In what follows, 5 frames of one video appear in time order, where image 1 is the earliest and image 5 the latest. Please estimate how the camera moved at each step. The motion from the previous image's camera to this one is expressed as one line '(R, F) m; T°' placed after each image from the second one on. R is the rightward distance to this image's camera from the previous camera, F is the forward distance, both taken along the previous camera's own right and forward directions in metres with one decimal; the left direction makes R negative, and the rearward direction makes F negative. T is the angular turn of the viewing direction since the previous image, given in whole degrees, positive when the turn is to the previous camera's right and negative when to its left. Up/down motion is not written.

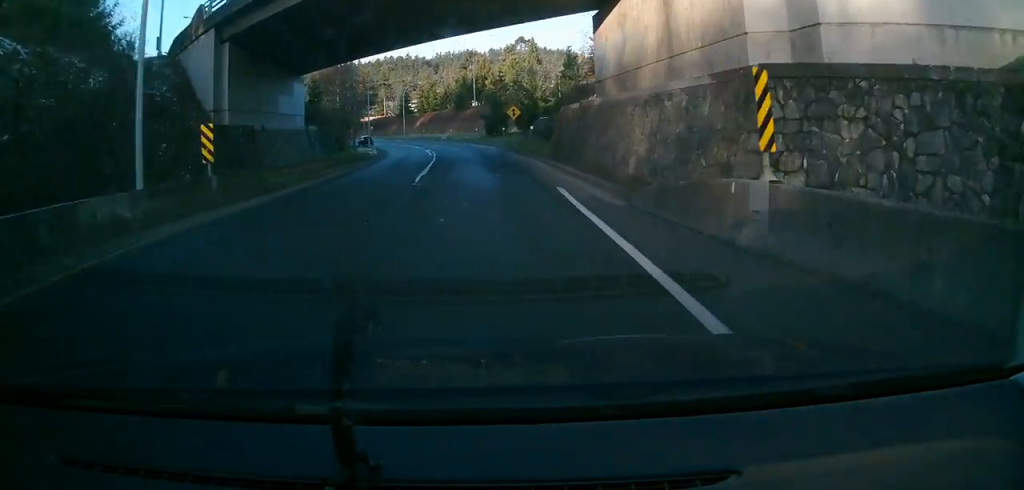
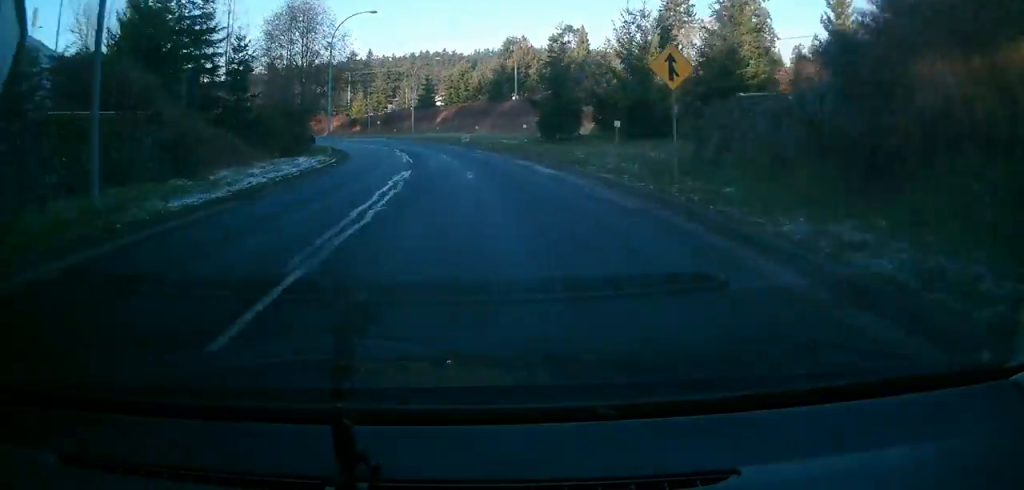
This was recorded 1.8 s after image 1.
(0.0, +31.2) m; 0°
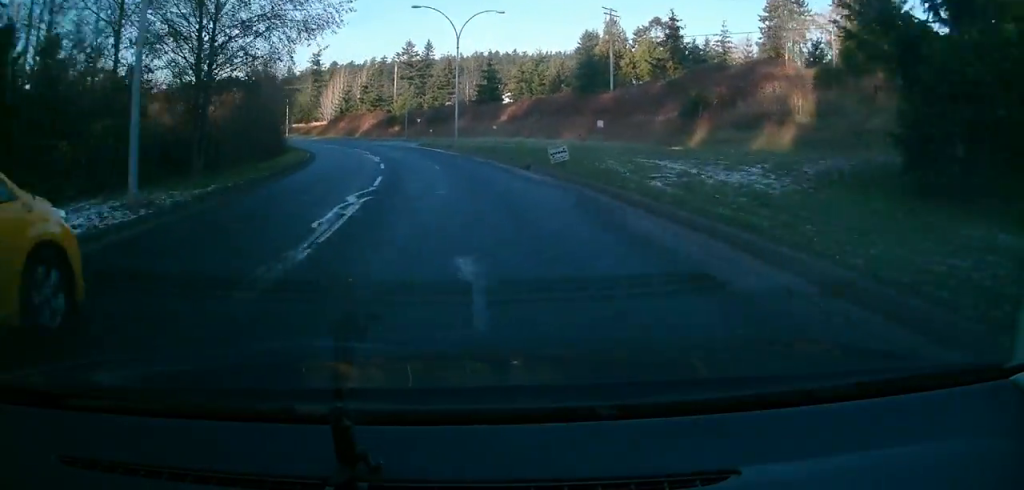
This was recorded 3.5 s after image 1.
(-0.1, +28.4) m; -3°
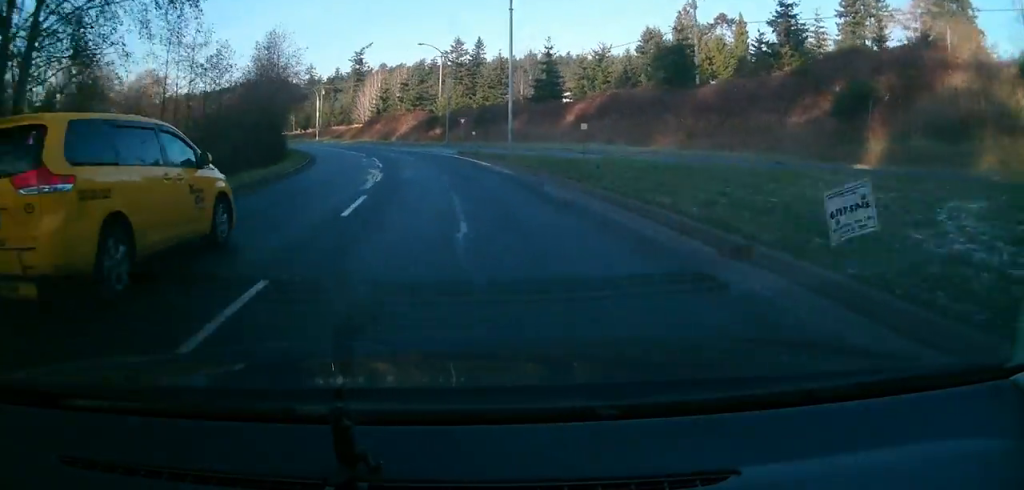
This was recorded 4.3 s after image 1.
(+0.1, +13.1) m; -7°
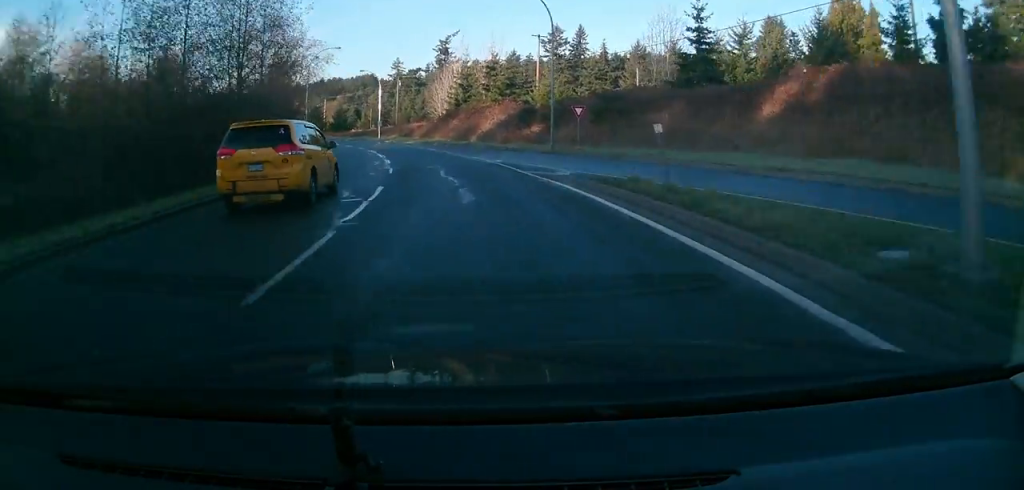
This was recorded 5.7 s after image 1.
(-2.9, +22.1) m; -7°
